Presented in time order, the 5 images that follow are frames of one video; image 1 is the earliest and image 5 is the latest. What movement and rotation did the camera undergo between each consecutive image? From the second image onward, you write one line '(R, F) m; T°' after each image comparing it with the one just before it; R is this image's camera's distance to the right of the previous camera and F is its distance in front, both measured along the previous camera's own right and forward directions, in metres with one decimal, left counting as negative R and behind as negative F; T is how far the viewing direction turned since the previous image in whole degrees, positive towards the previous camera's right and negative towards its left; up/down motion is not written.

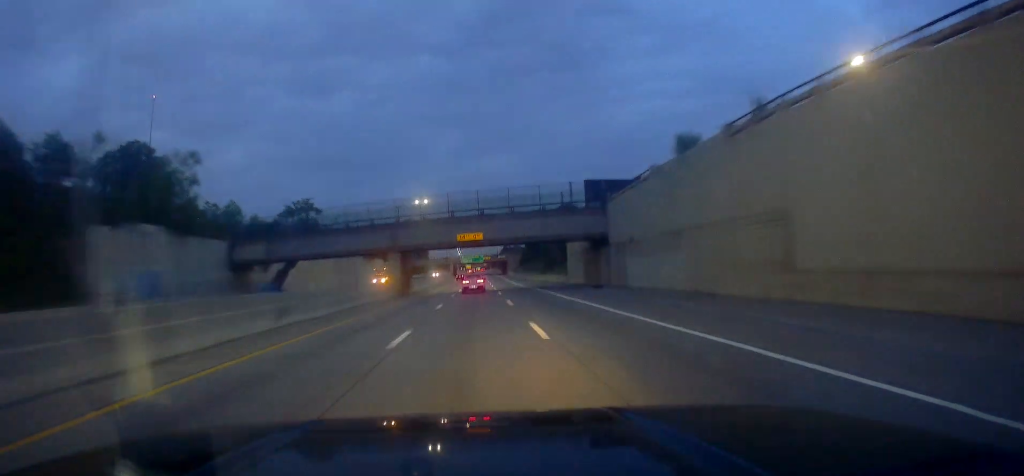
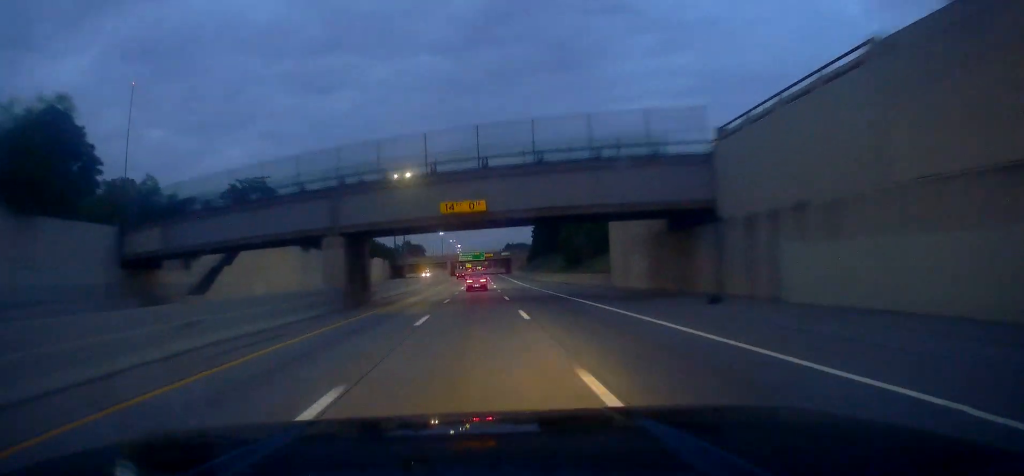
(+0.6, +24.9) m; +1°
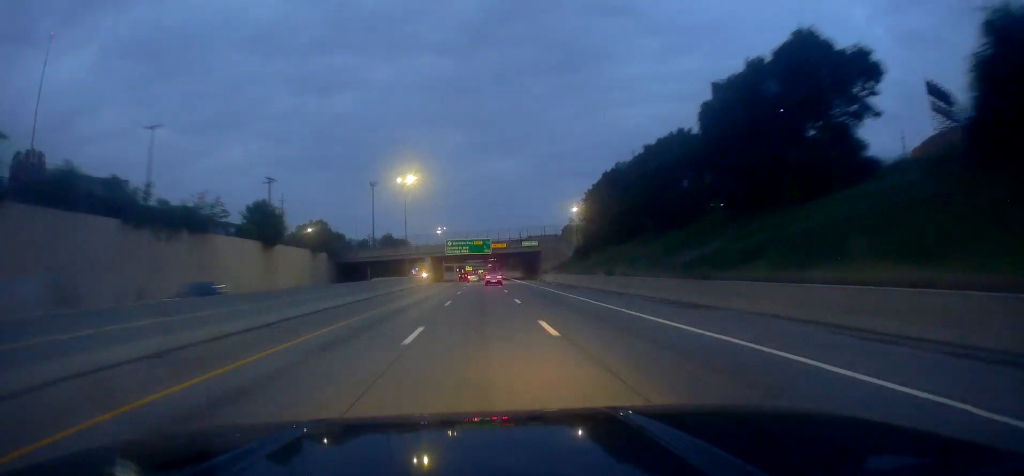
(+0.4, +81.2) m; +1°
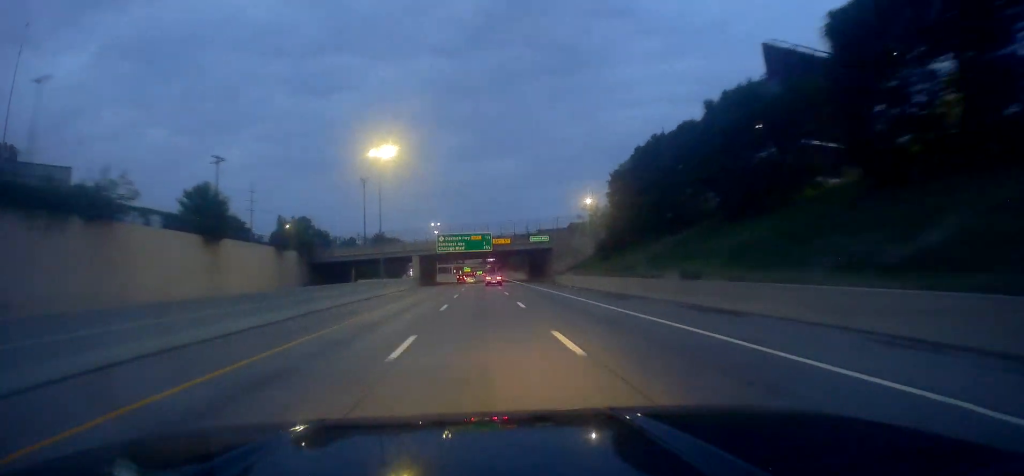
(0.0, +18.3) m; 0°
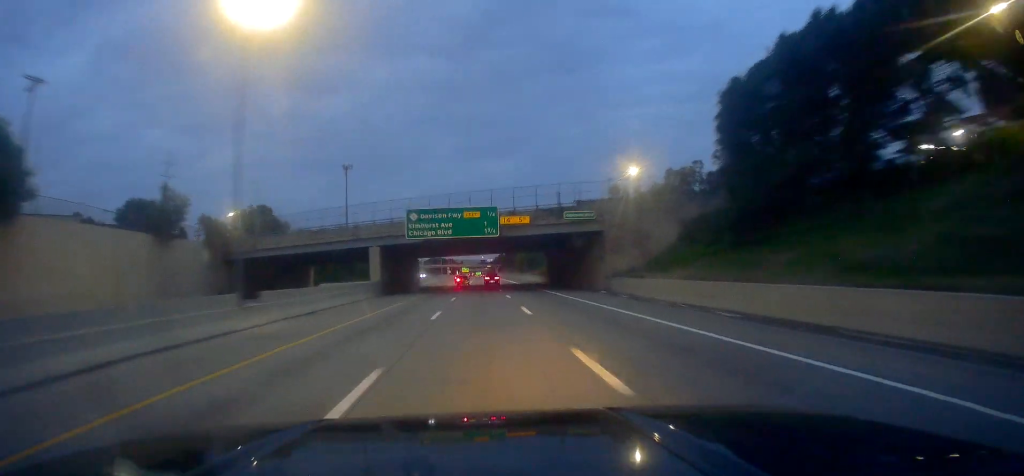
(0.0, +34.5) m; 0°
